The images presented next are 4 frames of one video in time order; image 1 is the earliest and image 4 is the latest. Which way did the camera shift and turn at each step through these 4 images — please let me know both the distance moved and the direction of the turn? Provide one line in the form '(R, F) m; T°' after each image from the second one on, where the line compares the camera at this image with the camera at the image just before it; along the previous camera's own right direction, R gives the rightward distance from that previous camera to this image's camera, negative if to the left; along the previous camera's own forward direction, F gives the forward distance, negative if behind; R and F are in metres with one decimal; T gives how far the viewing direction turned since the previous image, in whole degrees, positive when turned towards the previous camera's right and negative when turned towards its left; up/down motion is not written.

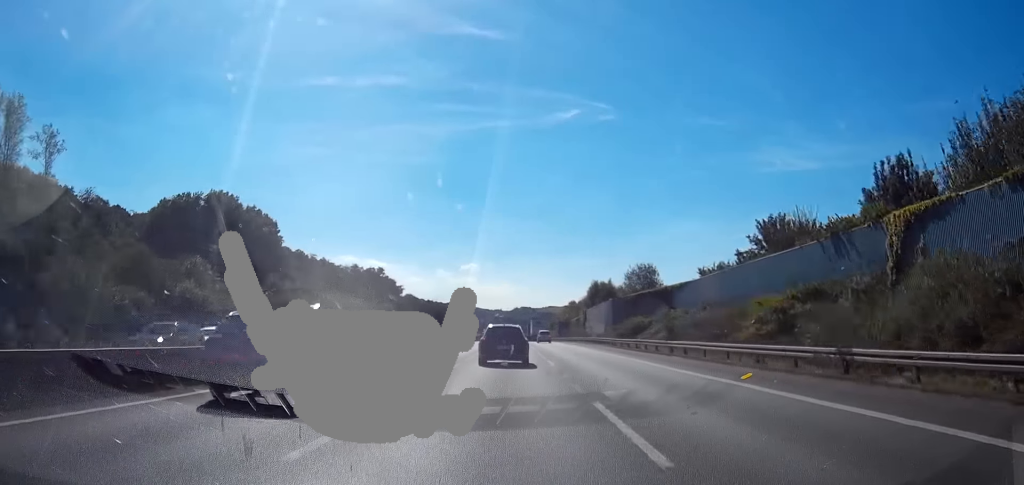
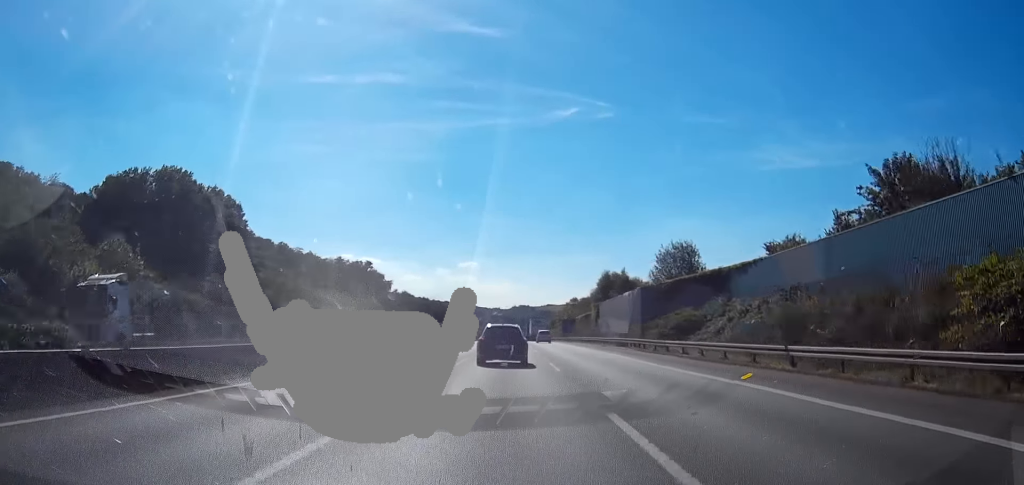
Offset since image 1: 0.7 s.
(-0.1, +19.4) m; 0°
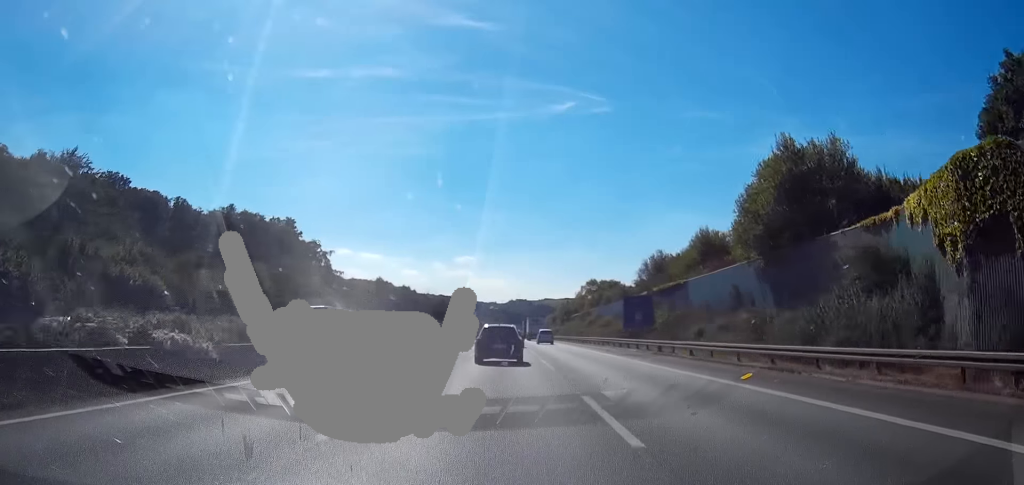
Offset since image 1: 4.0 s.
(+0.4, +85.1) m; 0°
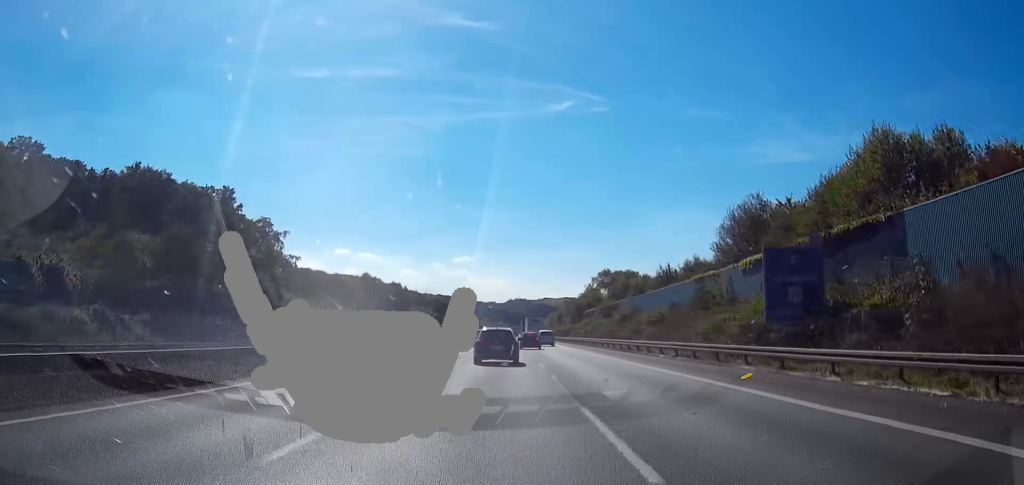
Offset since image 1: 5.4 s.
(-0.2, +37.2) m; 0°
